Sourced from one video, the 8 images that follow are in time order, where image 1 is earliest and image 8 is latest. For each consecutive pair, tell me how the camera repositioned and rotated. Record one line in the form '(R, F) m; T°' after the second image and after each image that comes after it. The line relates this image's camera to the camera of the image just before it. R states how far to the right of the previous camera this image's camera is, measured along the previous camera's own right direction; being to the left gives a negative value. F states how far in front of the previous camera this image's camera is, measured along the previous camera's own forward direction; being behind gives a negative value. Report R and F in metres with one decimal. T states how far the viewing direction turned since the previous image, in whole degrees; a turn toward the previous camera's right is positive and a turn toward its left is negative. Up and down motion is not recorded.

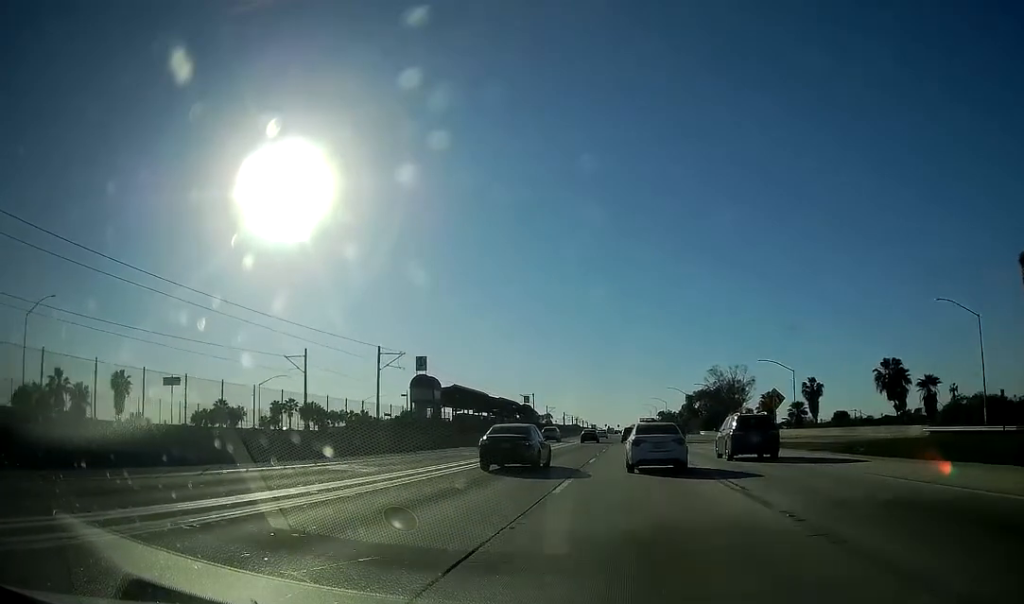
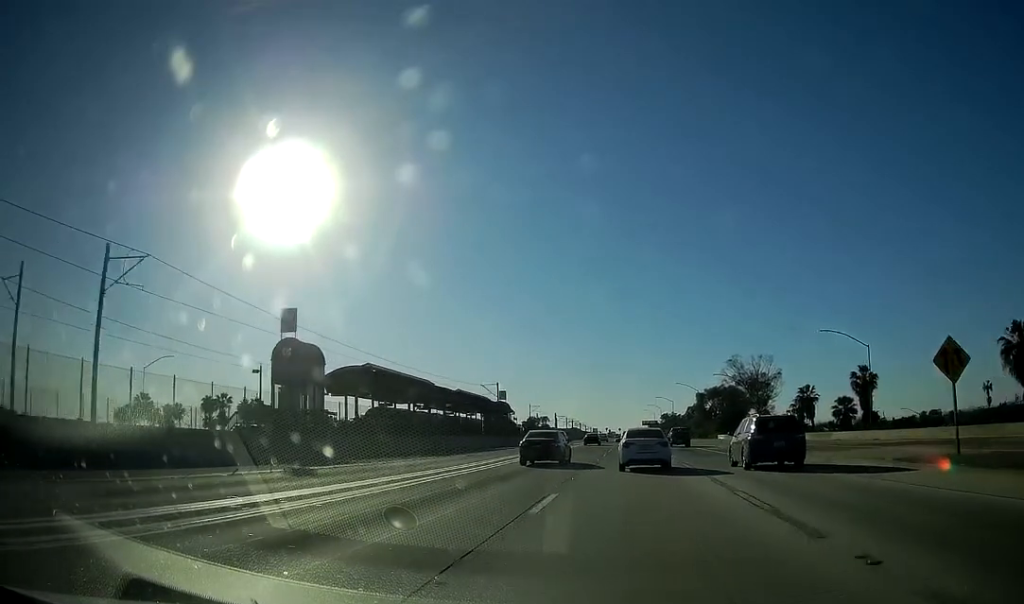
(+0.1, +34.1) m; 0°
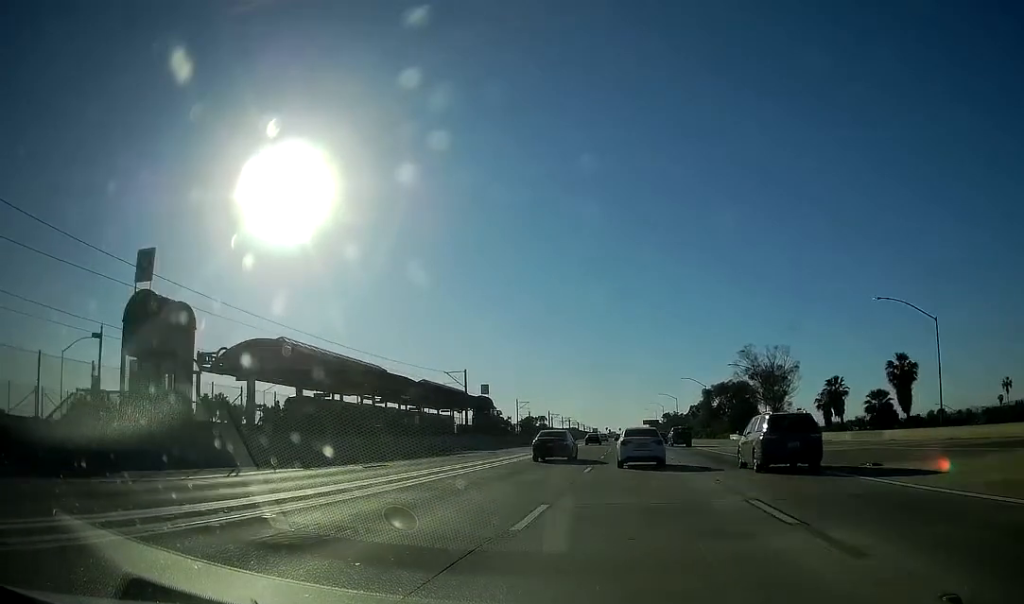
(-0.1, +16.3) m; 0°
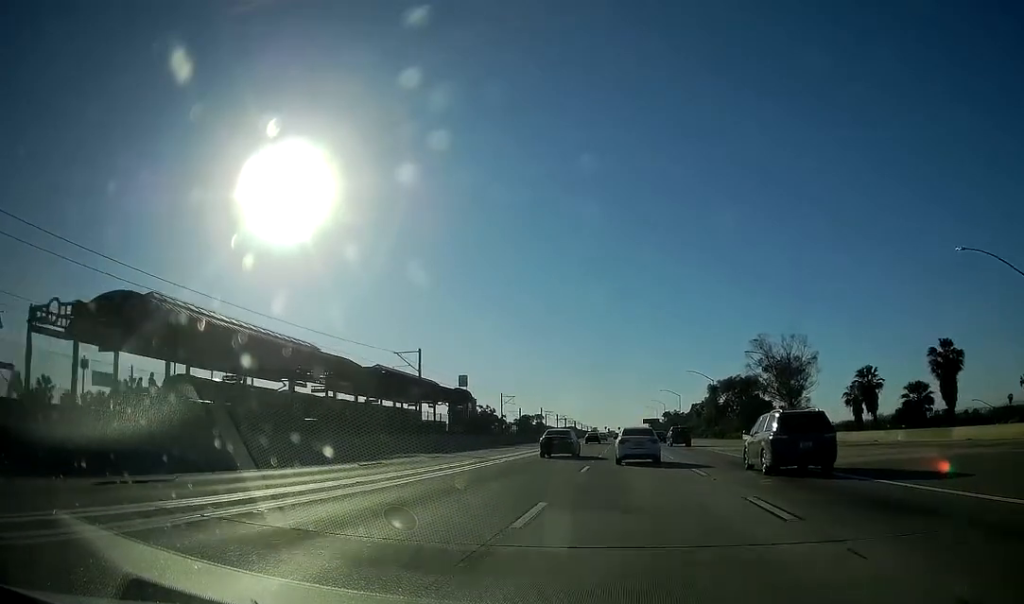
(0.0, +15.2) m; 0°
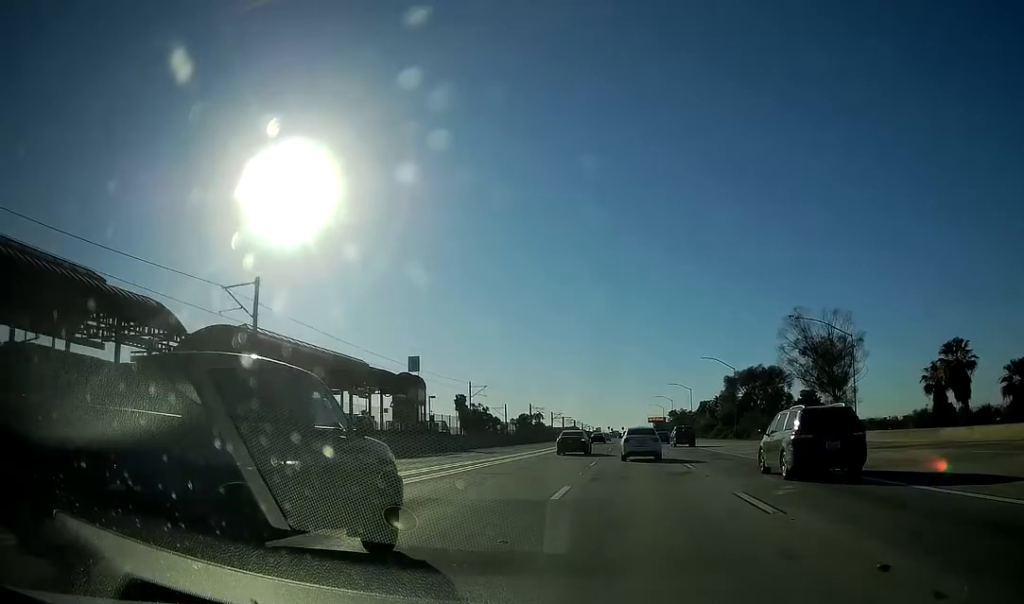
(-0.2, +23.3) m; 0°
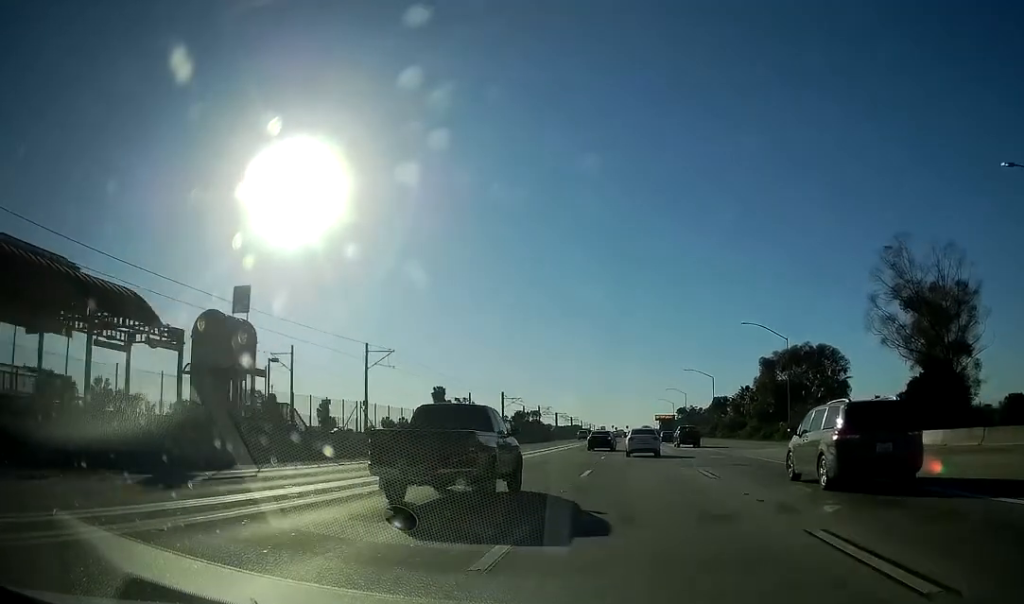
(0.0, +36.6) m; 0°
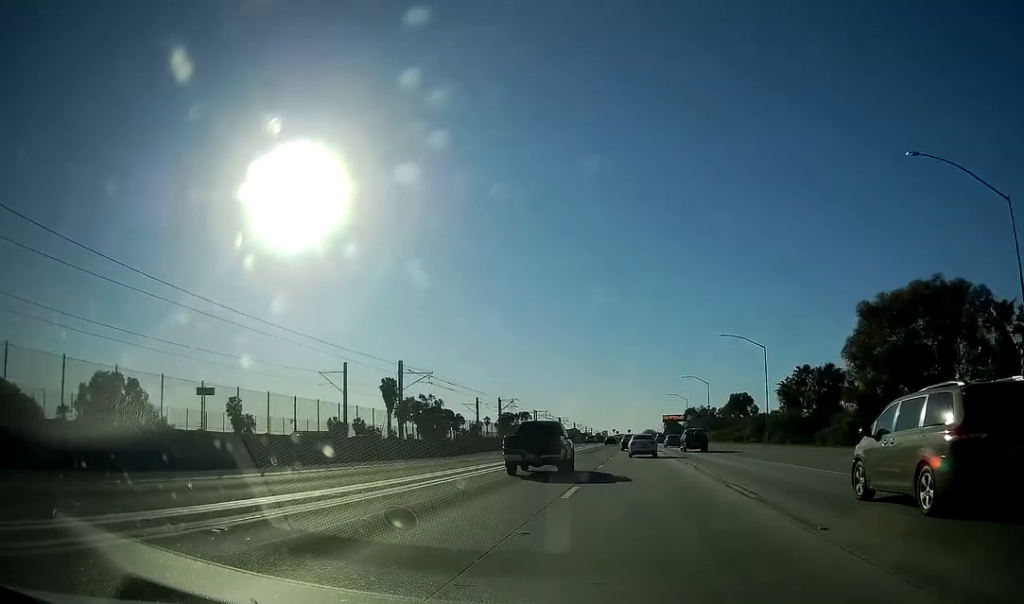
(+0.1, +49.0) m; 0°
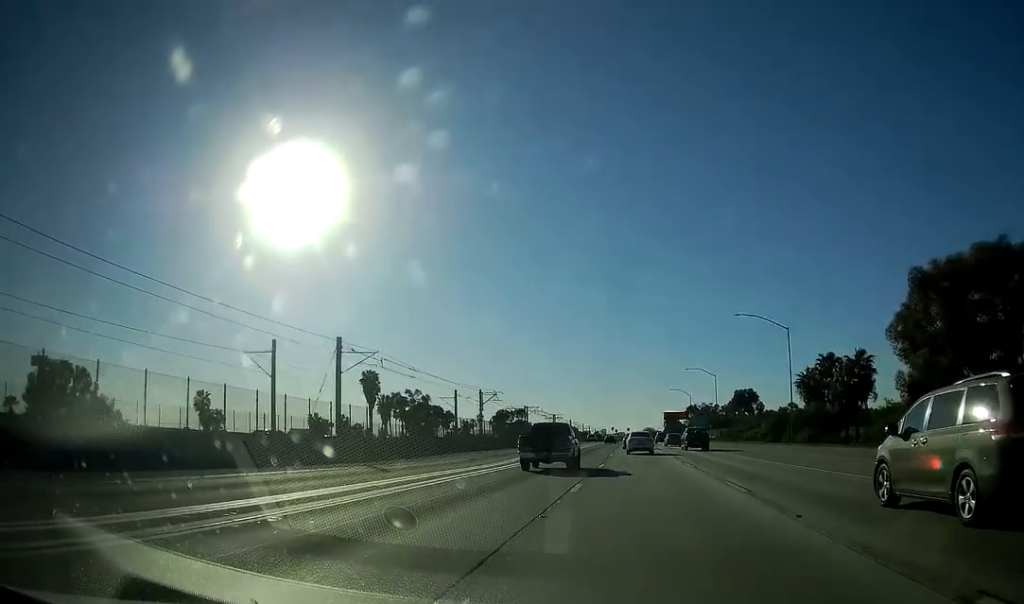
(0.0, +13.6) m; 0°
